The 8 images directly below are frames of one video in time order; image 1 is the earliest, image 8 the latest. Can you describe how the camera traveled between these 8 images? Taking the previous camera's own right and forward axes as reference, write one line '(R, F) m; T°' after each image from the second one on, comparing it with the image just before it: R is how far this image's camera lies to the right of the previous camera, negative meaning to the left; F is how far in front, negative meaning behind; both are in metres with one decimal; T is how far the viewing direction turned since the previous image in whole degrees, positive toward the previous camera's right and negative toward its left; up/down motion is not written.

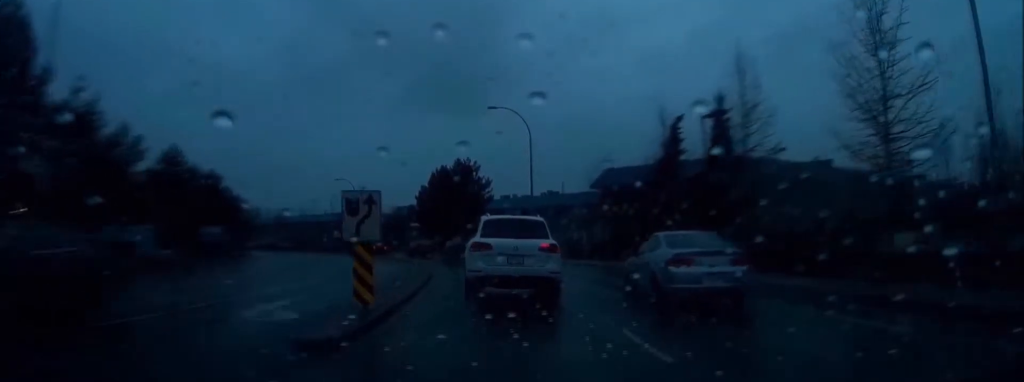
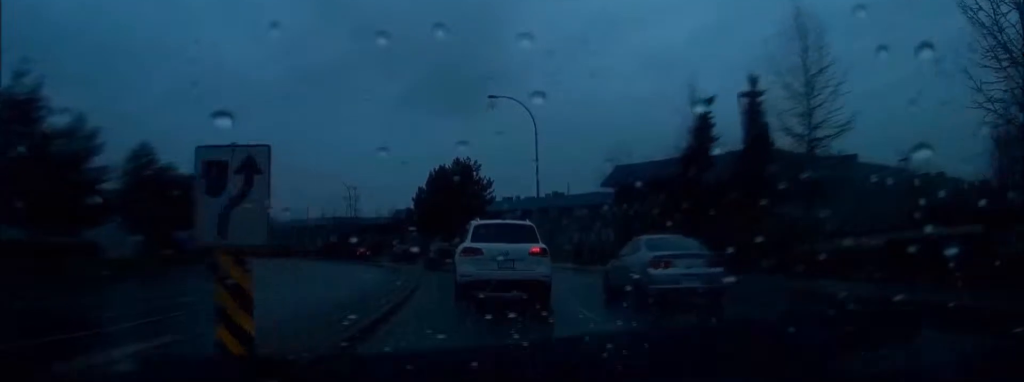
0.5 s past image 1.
(0.0, +5.5) m; 0°
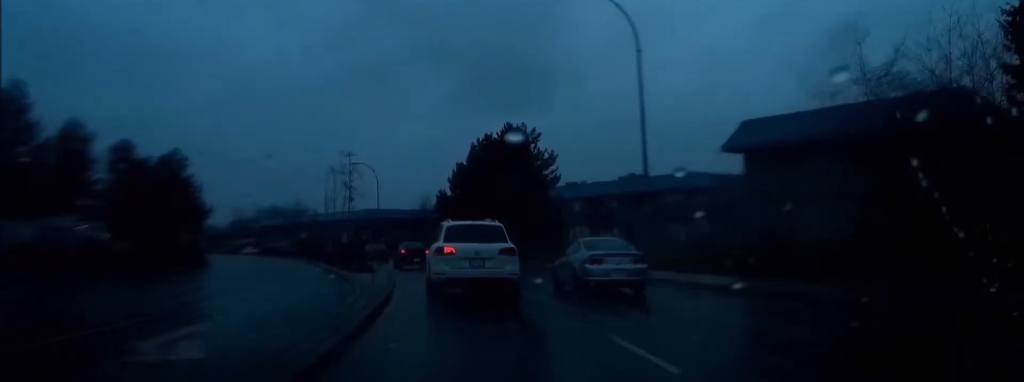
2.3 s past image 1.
(-0.7, +21.2) m; -5°
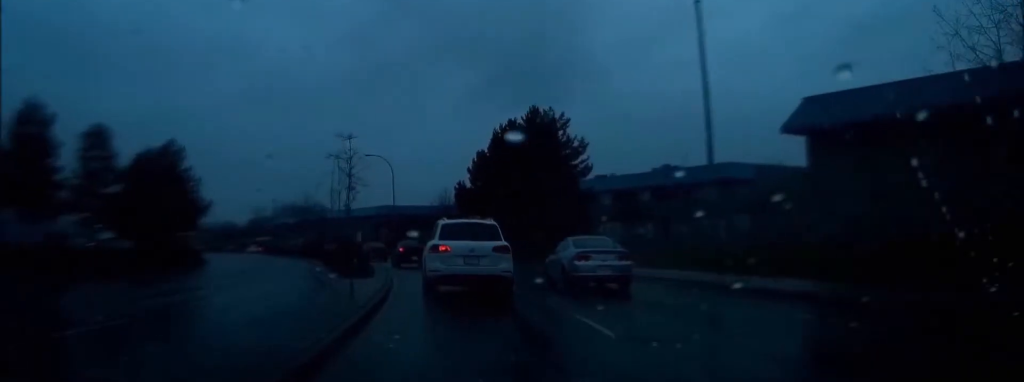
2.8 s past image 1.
(-0.2, +6.1) m; -2°
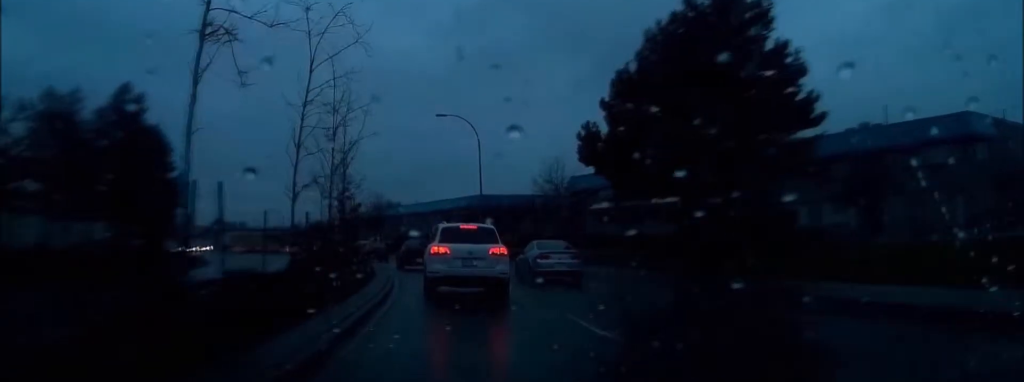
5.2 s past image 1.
(-2.1, +26.4) m; -9°
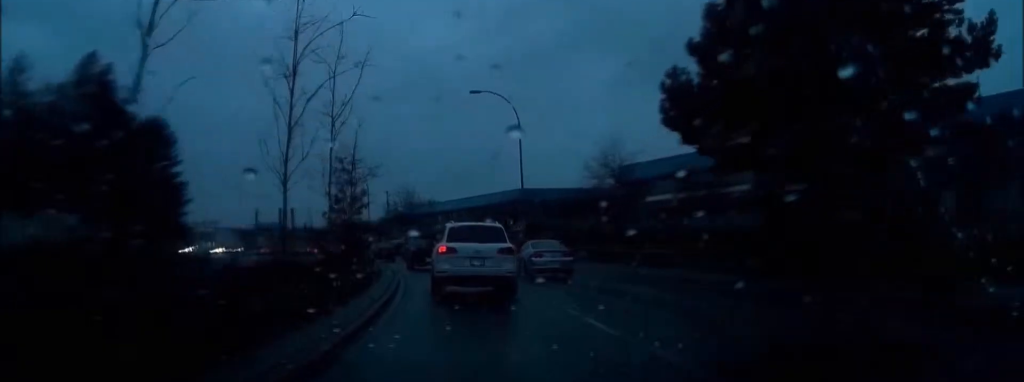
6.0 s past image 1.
(-0.2, +8.7) m; -3°
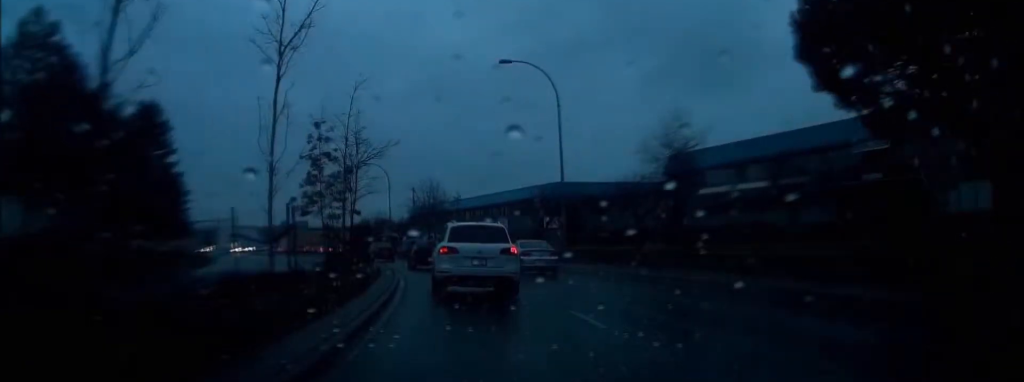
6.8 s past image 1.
(-0.2, +8.2) m; -2°
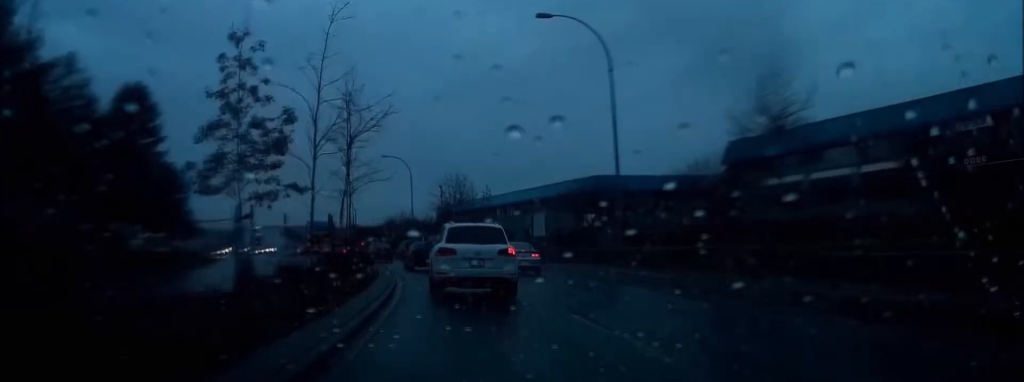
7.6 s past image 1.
(-0.2, +8.7) m; -3°
